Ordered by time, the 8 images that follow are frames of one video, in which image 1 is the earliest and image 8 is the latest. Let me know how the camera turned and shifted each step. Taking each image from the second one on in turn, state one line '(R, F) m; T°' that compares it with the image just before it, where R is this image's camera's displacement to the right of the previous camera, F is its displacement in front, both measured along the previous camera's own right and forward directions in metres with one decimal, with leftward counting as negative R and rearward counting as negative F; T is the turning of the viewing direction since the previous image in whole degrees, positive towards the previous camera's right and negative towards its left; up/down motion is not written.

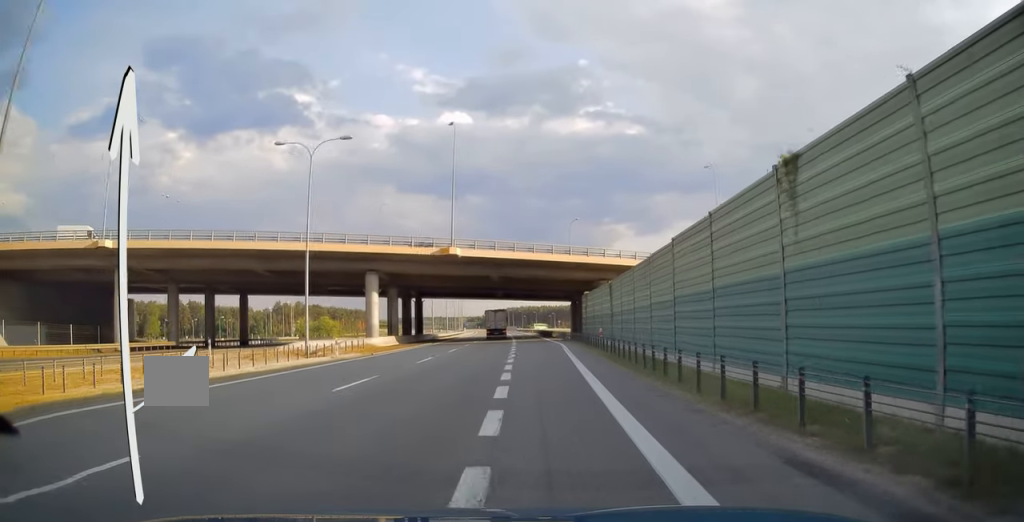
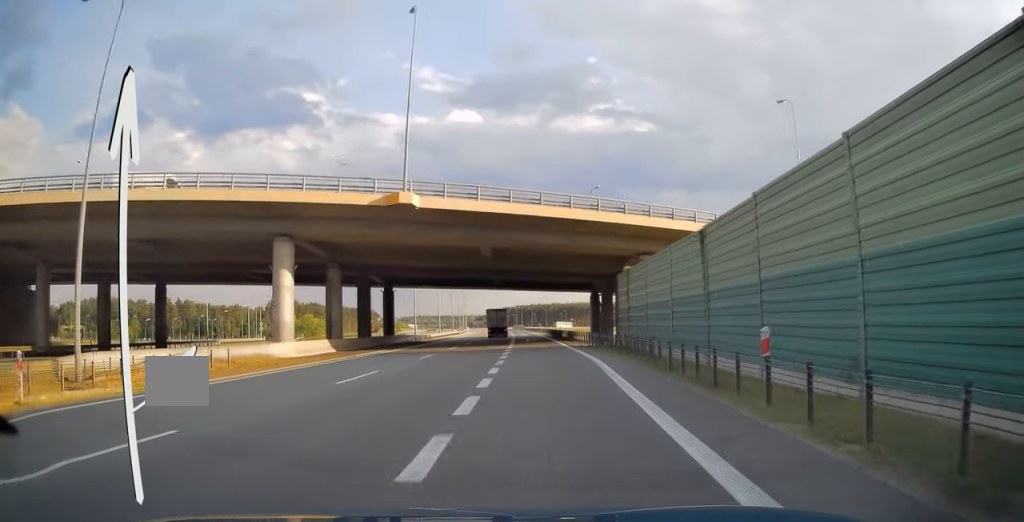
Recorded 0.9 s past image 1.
(0.0, +22.2) m; -1°
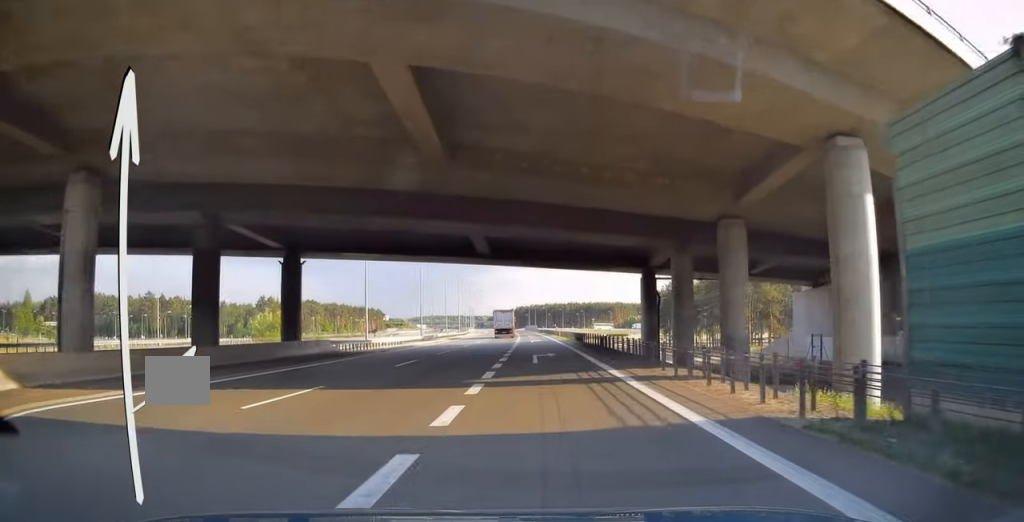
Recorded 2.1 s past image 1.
(-0.3, +29.1) m; -1°
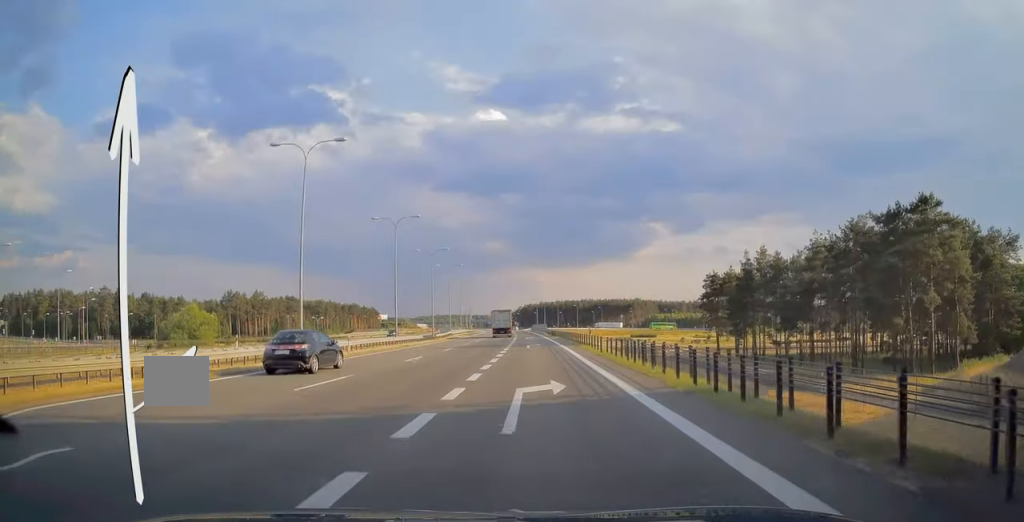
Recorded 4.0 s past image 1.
(-0.9, +45.1) m; -2°
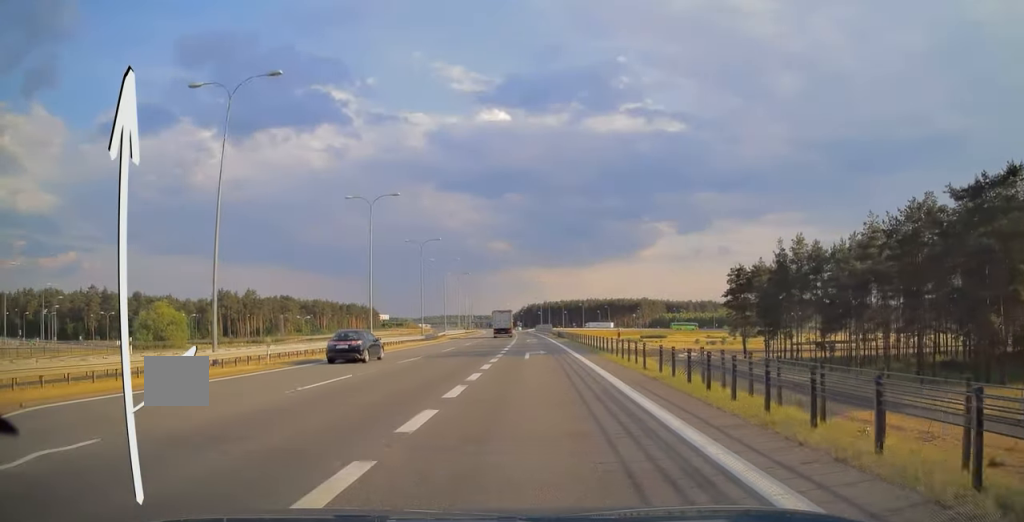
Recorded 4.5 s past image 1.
(-0.1, +11.7) m; 0°
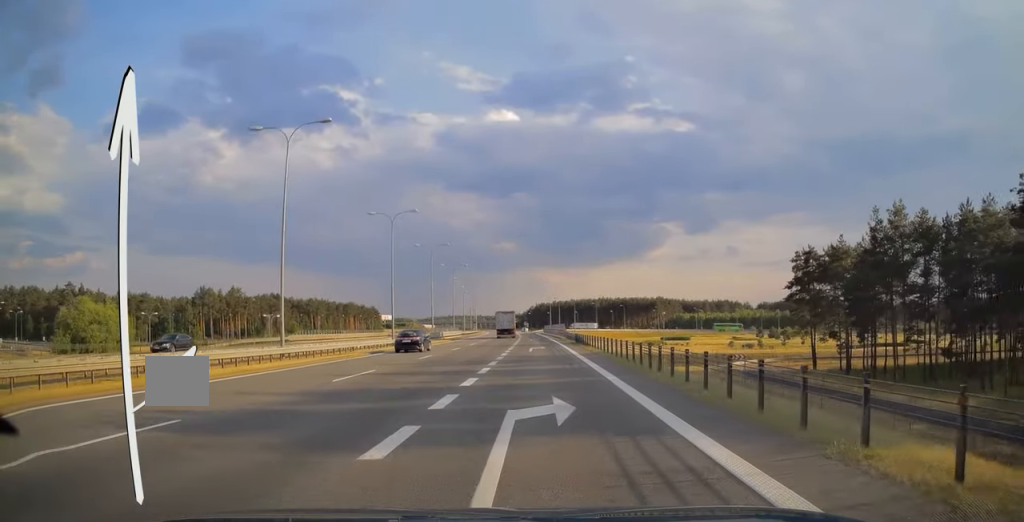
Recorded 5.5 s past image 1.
(0.0, +21.5) m; 0°
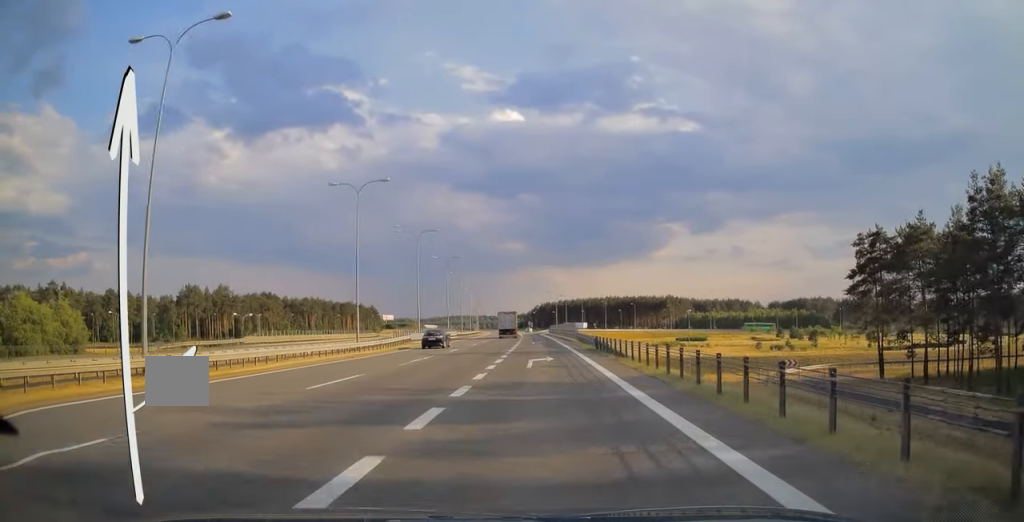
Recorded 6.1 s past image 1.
(0.0, +14.1) m; 0°
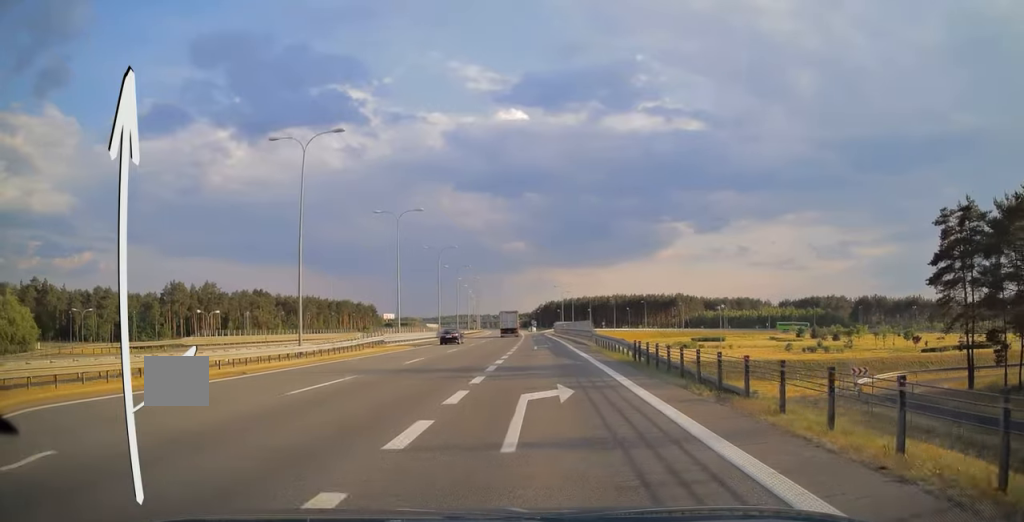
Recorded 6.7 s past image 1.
(+0.1, +13.3) m; 0°
